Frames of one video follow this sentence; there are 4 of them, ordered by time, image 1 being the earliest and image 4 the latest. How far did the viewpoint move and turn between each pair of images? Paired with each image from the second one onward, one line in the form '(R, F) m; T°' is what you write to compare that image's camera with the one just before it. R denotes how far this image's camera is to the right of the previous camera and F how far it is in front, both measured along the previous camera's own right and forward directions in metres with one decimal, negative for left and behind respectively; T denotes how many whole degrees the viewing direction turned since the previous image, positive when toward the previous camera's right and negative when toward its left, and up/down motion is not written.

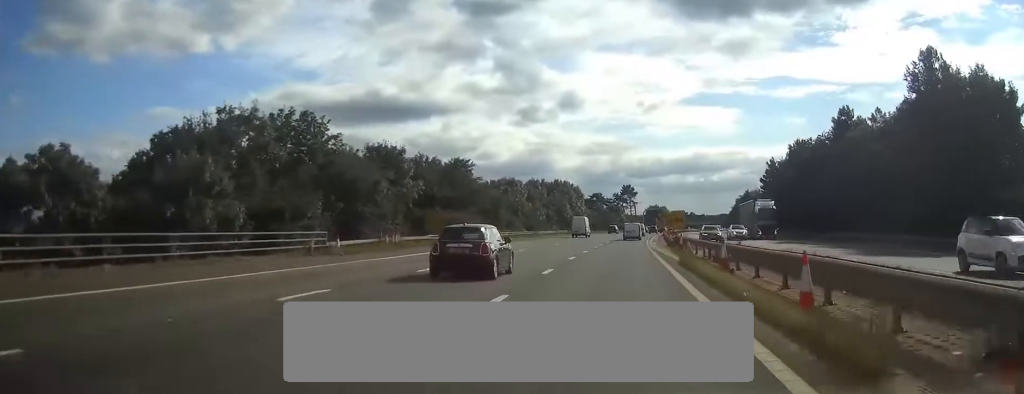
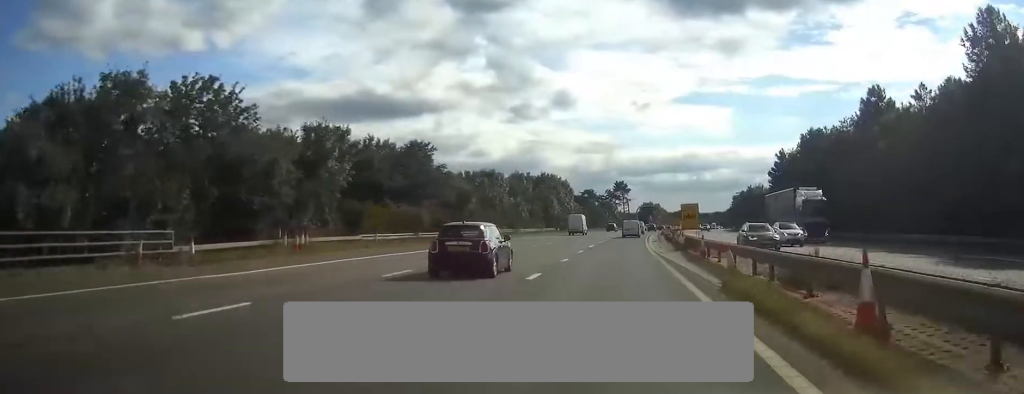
(+0.1, +12.2) m; 0°
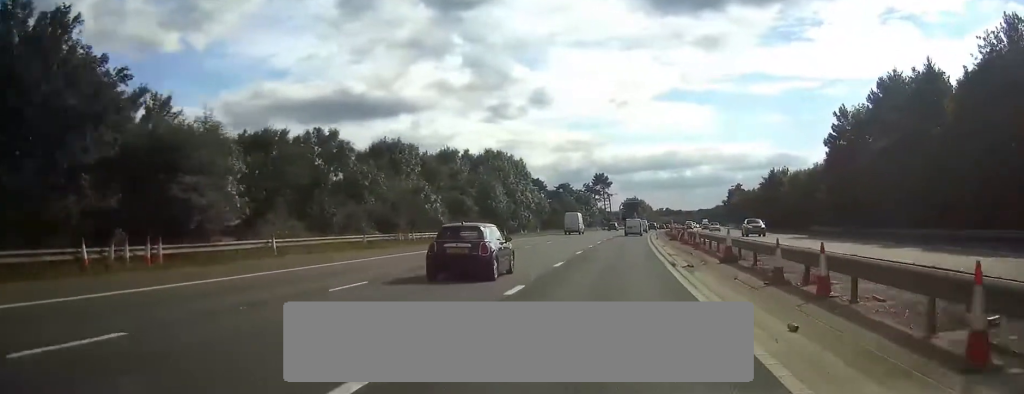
(+0.4, +39.2) m; +2°
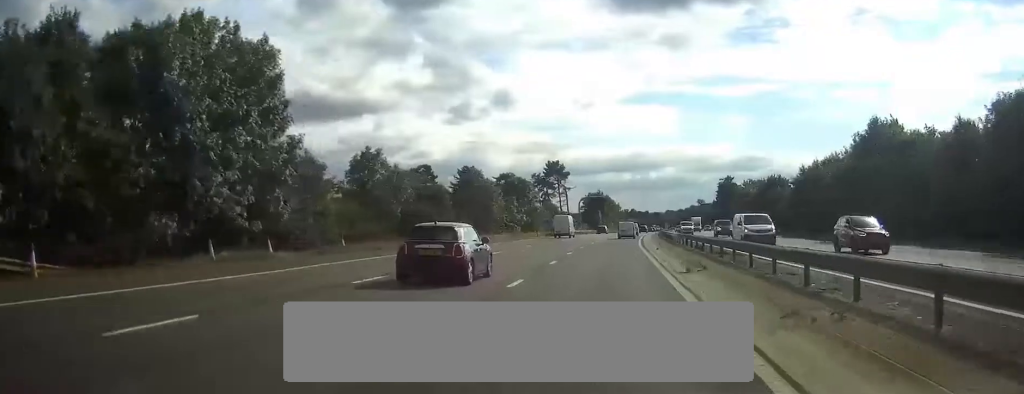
(+1.6, +60.8) m; +3°
